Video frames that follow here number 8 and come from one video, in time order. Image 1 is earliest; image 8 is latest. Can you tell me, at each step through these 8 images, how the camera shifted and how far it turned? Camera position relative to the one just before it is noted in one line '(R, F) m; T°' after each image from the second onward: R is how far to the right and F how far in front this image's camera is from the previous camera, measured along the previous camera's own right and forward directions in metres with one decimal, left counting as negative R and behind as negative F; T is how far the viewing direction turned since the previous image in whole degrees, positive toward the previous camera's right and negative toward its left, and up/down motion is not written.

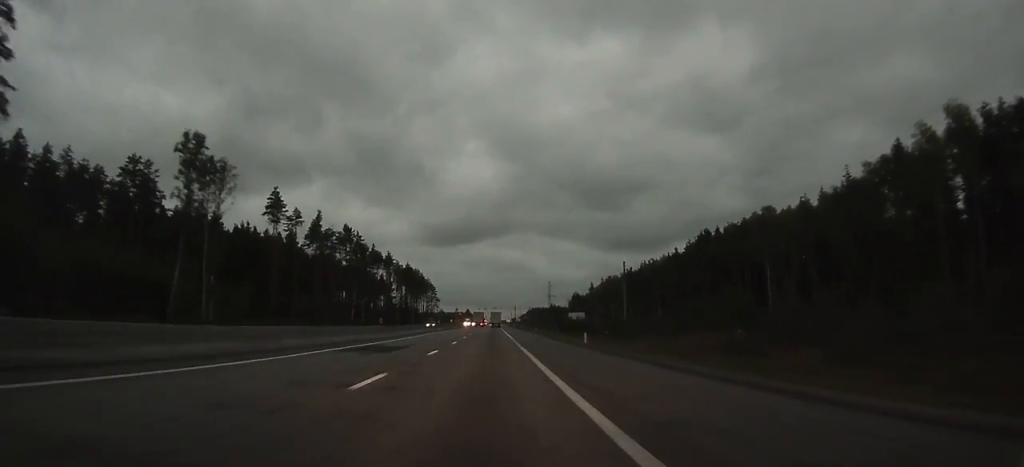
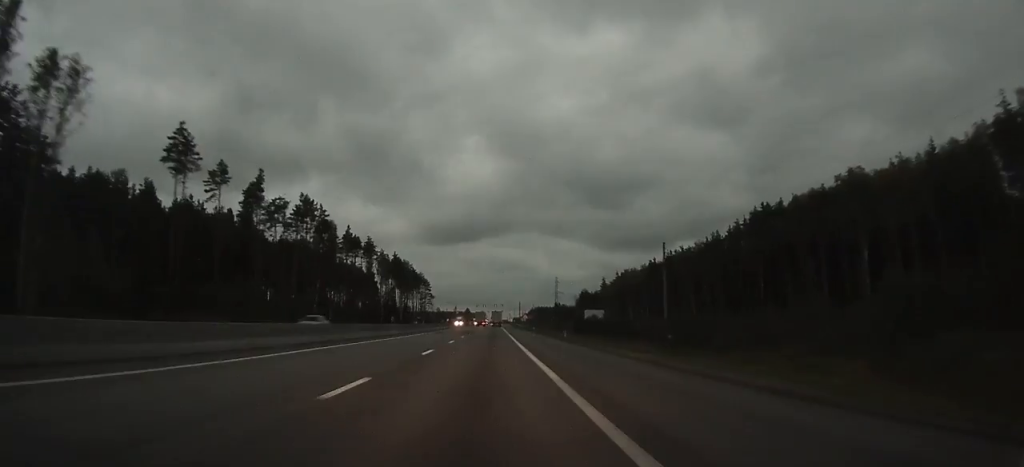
(0.0, +37.5) m; 0°
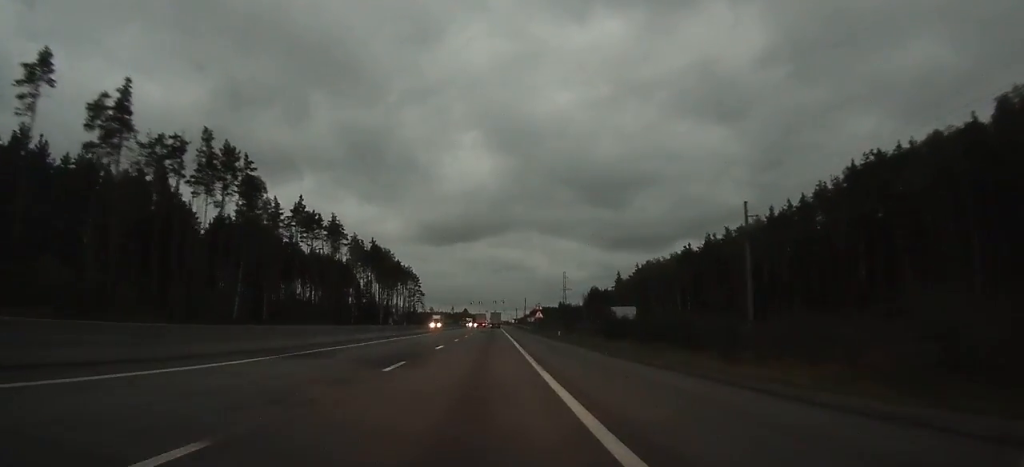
(0.0, +42.1) m; 0°
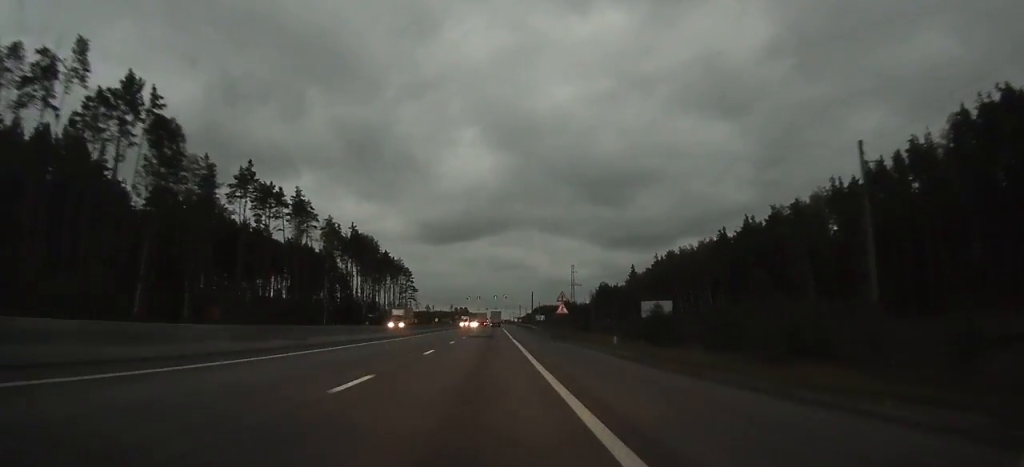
(0.0, +28.6) m; 0°
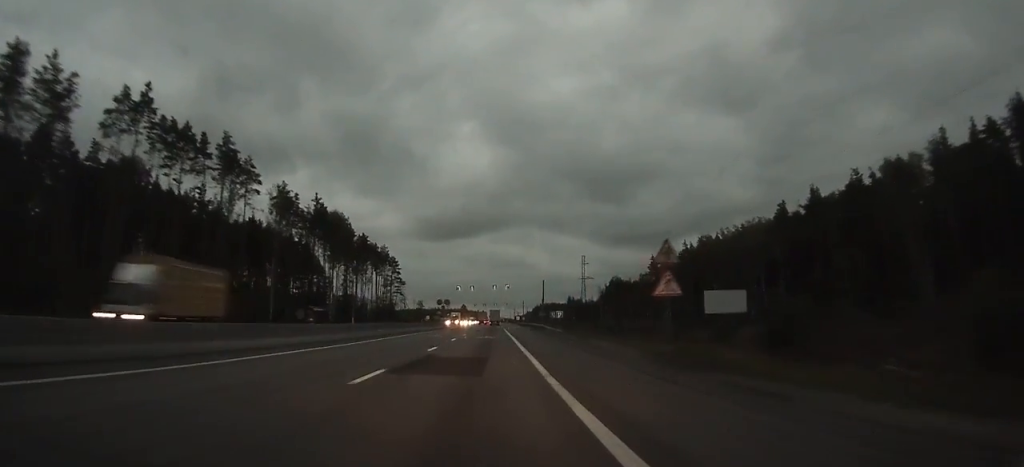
(0.0, +34.6) m; 0°
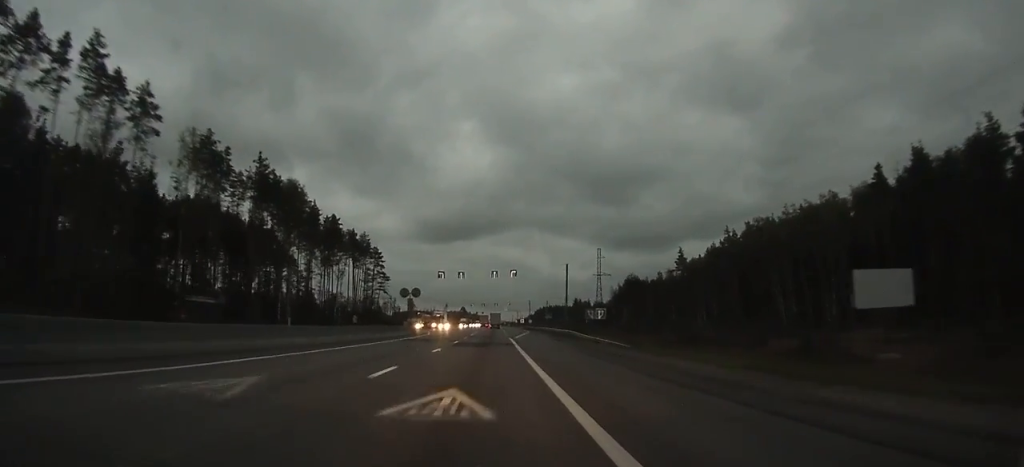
(0.0, +34.6) m; 0°
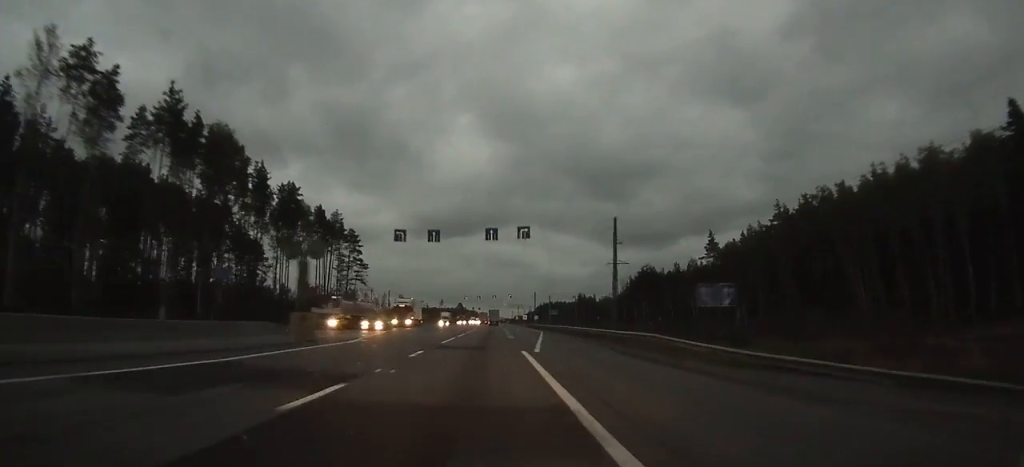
(0.0, +30.1) m; 0°
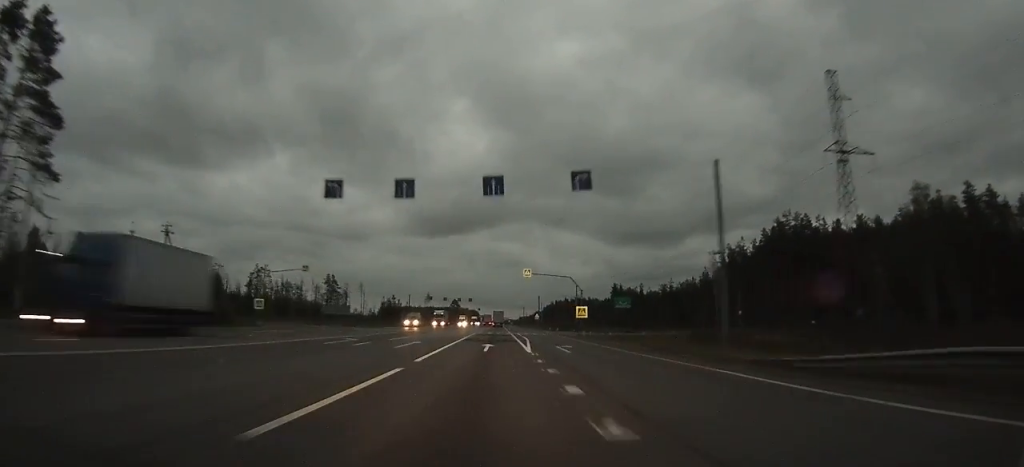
(-0.2, +118.3) m; 0°
